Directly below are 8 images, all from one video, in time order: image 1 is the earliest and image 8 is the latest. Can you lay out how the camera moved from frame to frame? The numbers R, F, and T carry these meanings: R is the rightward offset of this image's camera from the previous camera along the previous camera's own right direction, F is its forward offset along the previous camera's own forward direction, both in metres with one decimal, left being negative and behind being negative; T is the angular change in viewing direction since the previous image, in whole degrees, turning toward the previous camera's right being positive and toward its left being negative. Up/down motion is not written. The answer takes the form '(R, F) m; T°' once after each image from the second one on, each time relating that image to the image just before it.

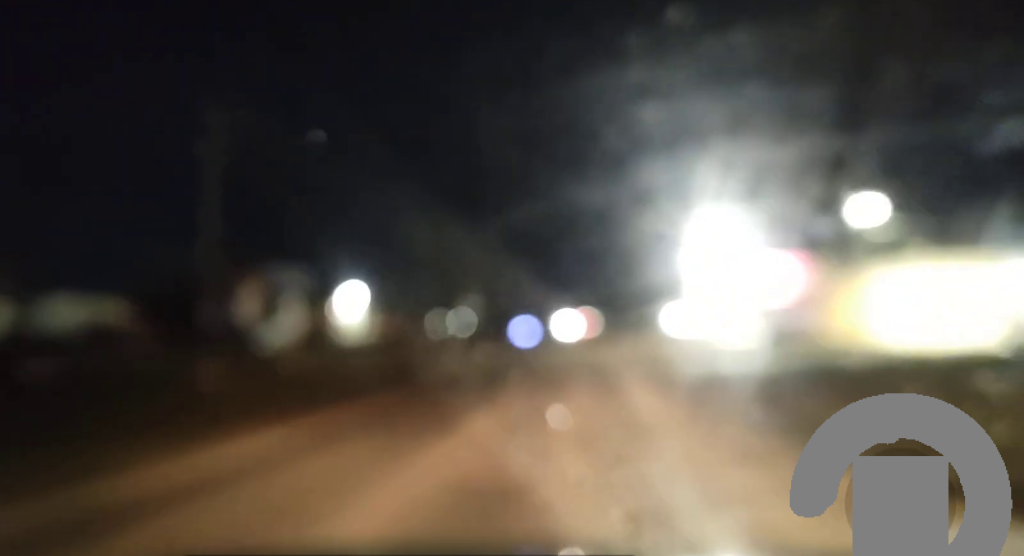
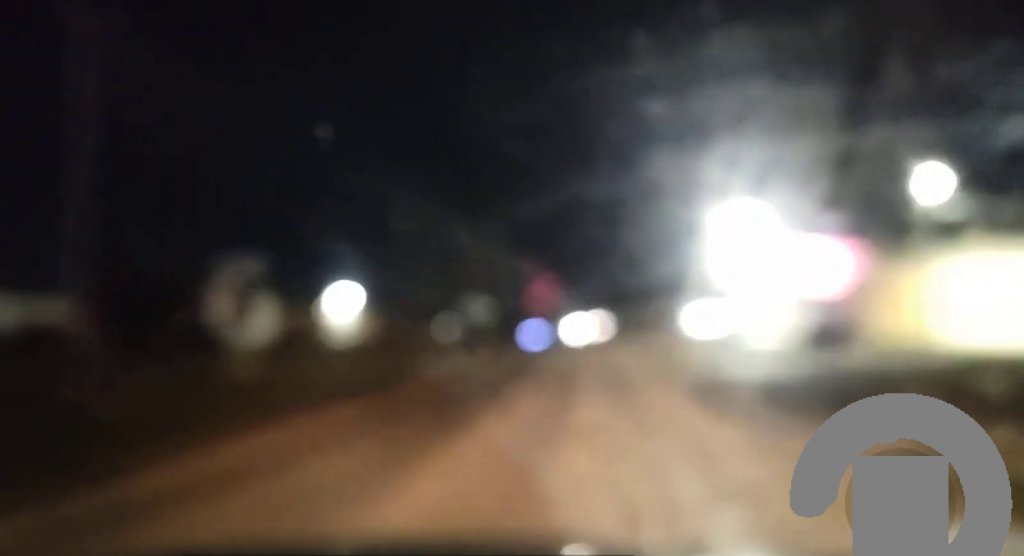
(+0.1, +8.1) m; 0°
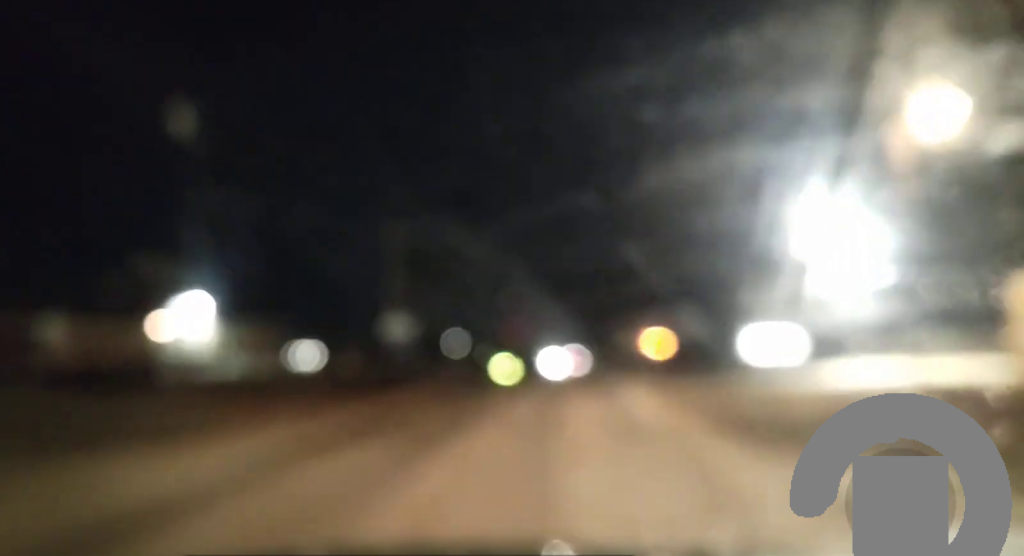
(+0.1, +38.7) m; +1°
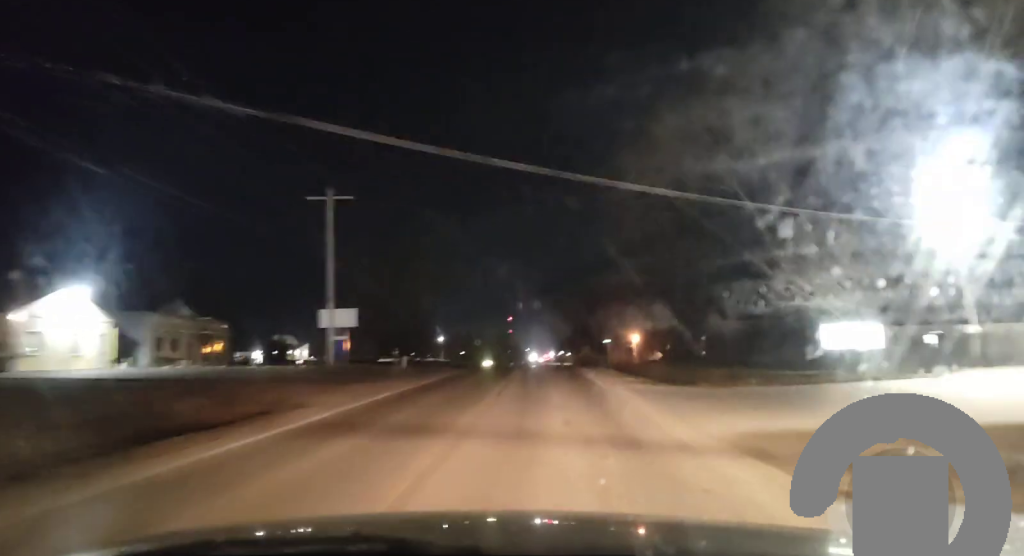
(+0.2, +21.5) m; 0°
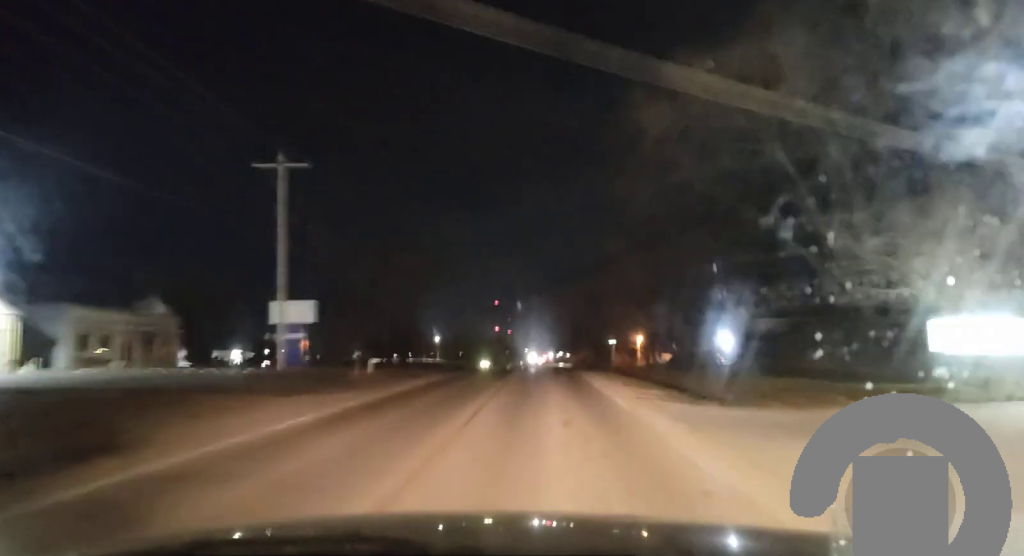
(0.0, +9.8) m; 0°
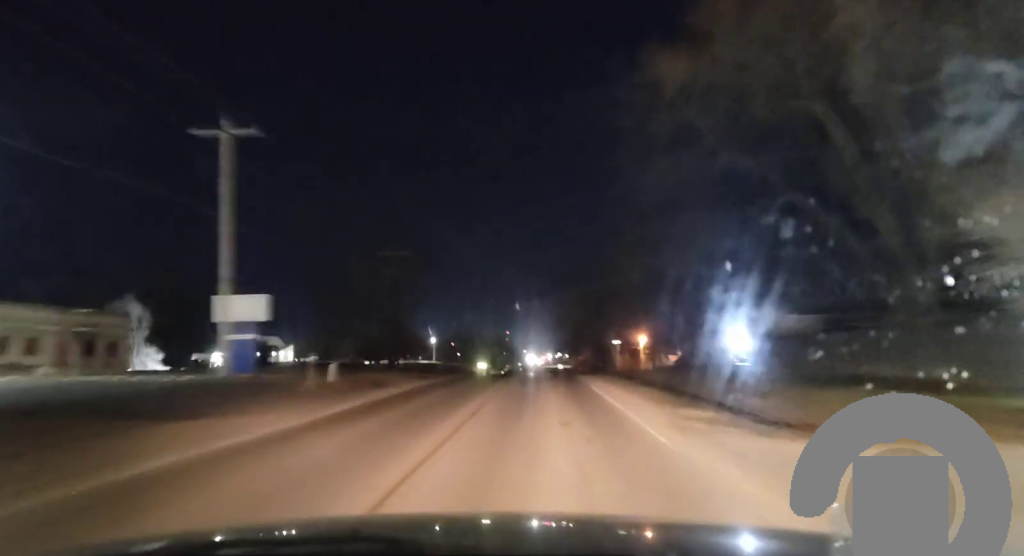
(-0.1, +7.9) m; 0°
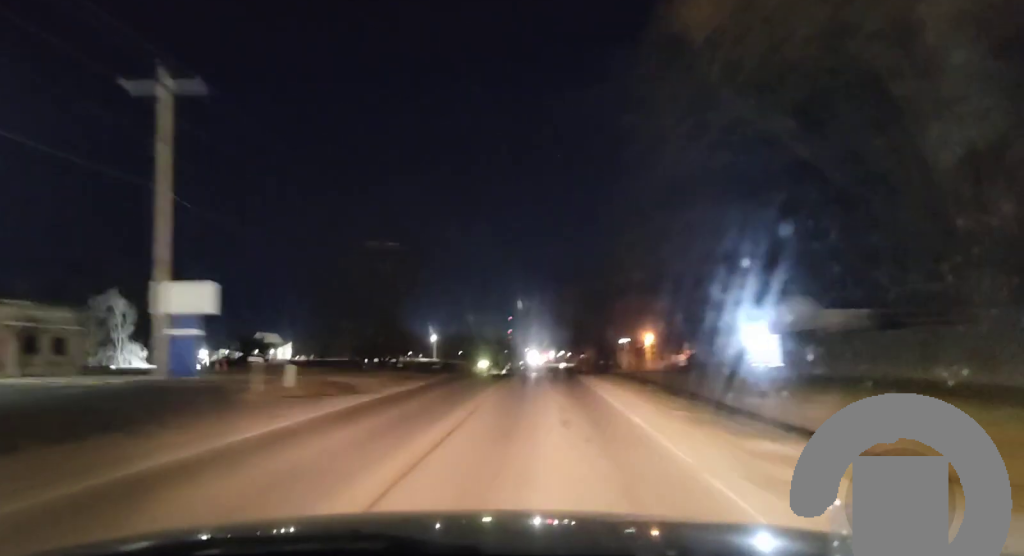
(-0.1, +7.0) m; 0°
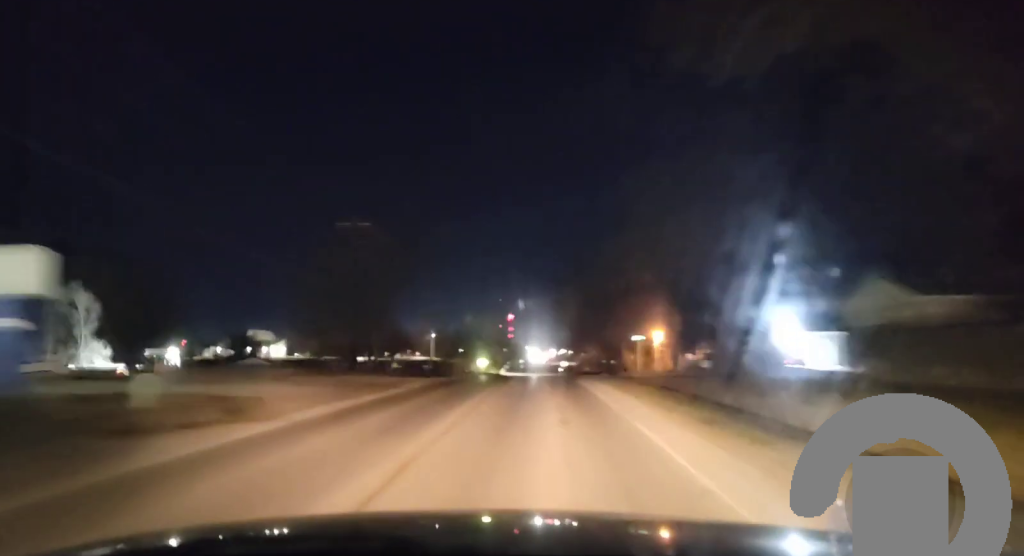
(+0.1, +11.2) m; 0°
